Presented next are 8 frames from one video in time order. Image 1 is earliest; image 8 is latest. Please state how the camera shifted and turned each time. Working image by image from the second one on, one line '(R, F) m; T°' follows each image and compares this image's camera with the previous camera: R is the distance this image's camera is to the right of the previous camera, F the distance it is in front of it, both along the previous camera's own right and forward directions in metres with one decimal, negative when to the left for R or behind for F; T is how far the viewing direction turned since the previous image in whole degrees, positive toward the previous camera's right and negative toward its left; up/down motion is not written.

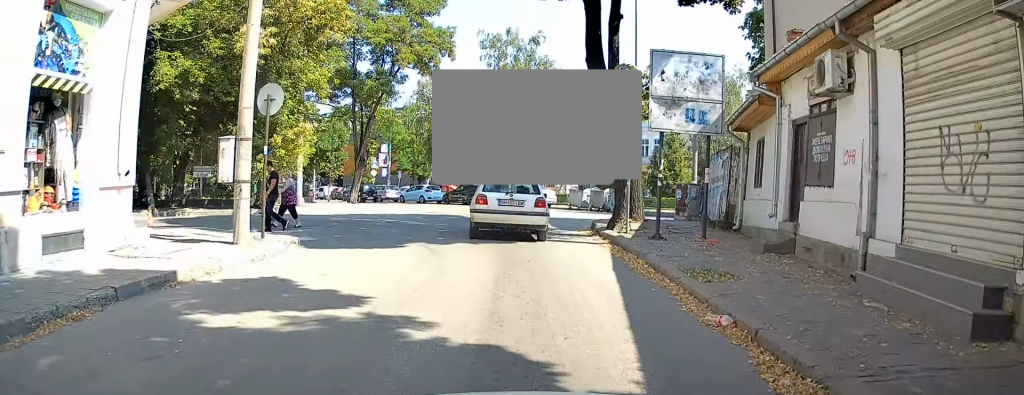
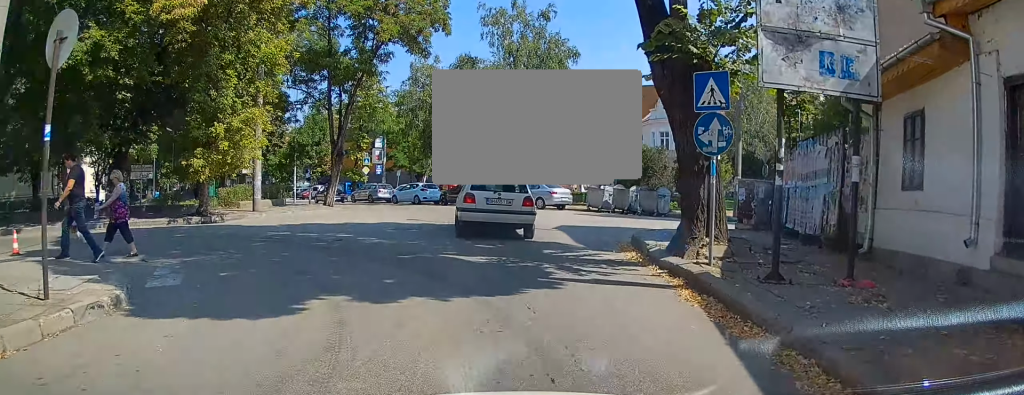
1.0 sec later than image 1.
(0.0, +5.3) m; -2°
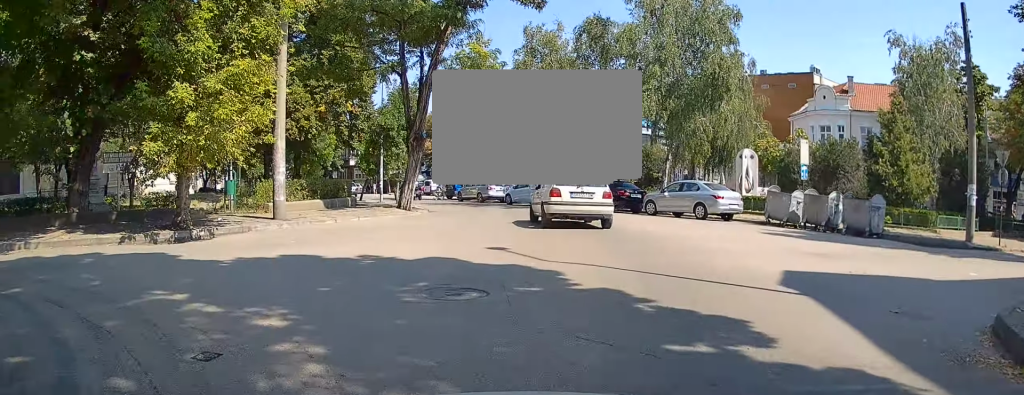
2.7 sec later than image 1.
(-1.1, +8.9) m; -18°
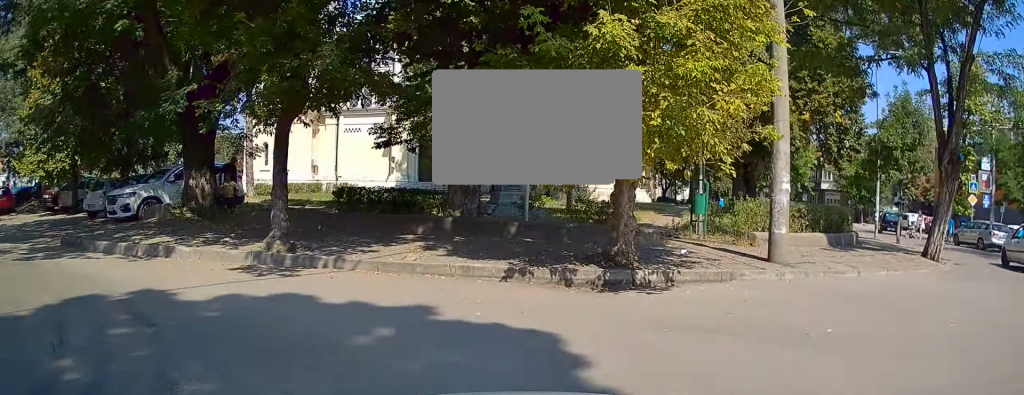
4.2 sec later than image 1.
(-1.1, +6.2) m; -28°
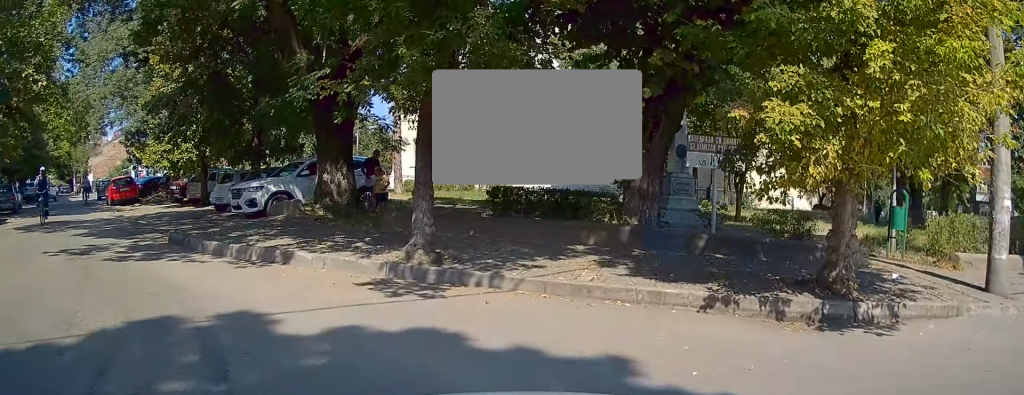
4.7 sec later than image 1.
(0.0, +1.7) m; -13°
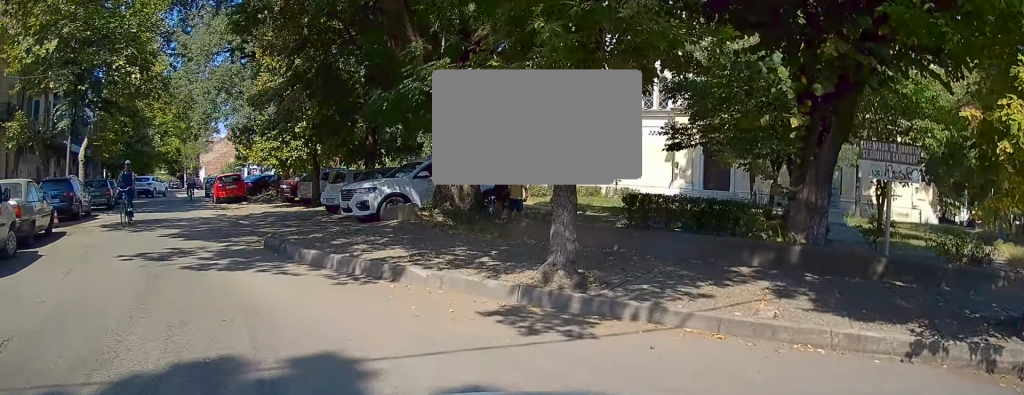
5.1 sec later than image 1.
(-0.3, +1.3) m; -12°
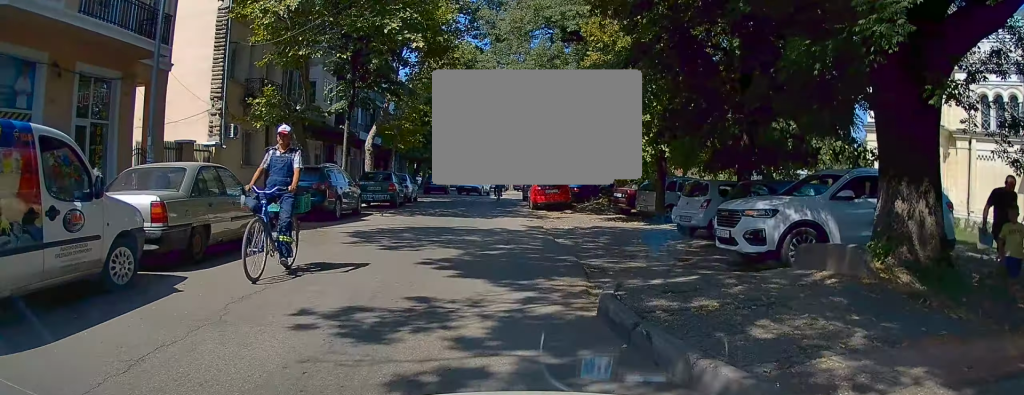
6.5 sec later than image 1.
(-1.8, +4.5) m; -28°
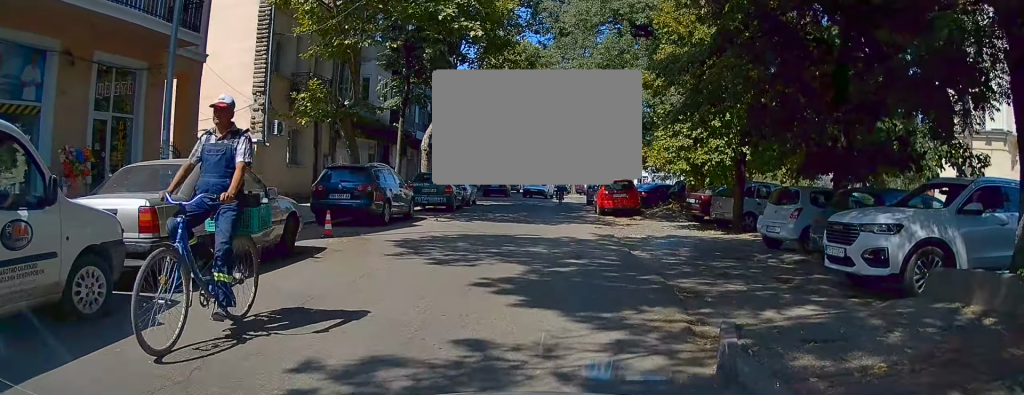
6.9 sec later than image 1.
(-0.1, +1.4) m; -3°
